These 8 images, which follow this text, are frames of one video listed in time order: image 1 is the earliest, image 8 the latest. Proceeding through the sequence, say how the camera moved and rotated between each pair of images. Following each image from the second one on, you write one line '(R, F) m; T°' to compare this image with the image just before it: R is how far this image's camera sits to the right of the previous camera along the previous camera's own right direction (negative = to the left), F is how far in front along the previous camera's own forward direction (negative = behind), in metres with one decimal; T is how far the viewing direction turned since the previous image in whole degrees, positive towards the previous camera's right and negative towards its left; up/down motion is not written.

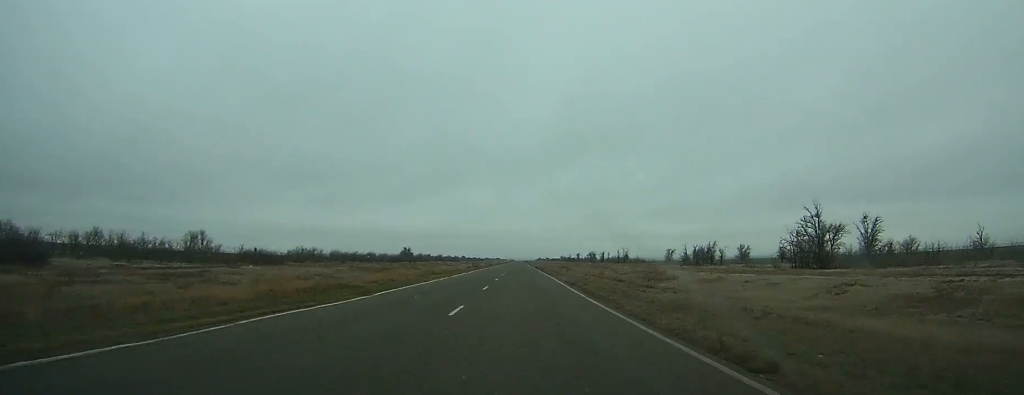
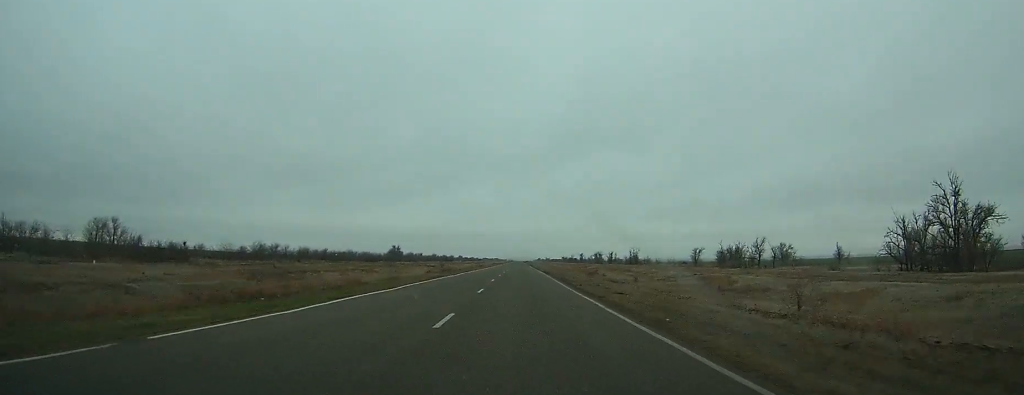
(-0.1, +37.0) m; 0°
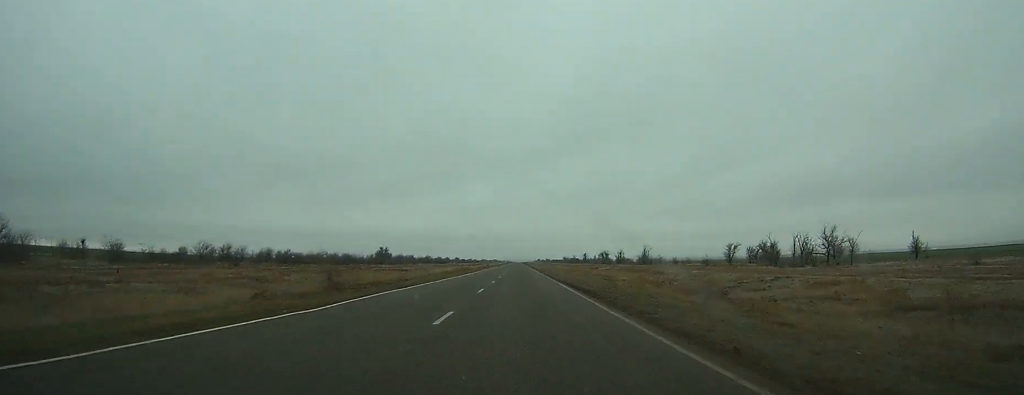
(0.0, +35.4) m; 0°
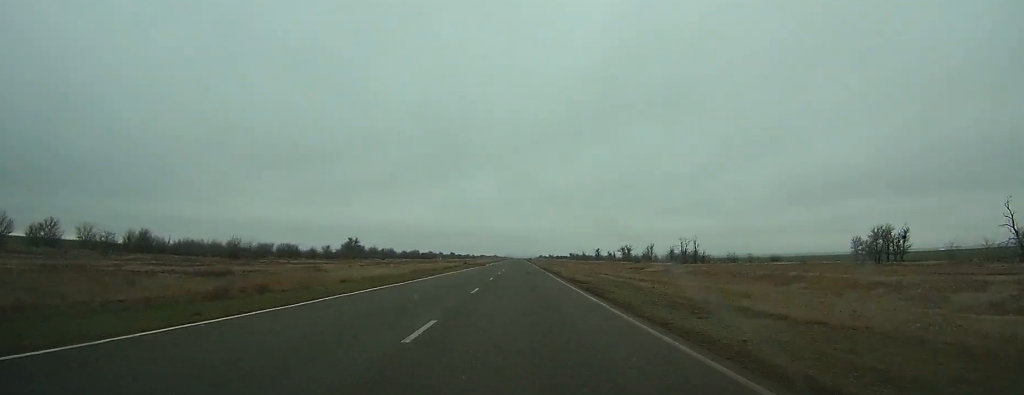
(-0.1, +76.6) m; 0°
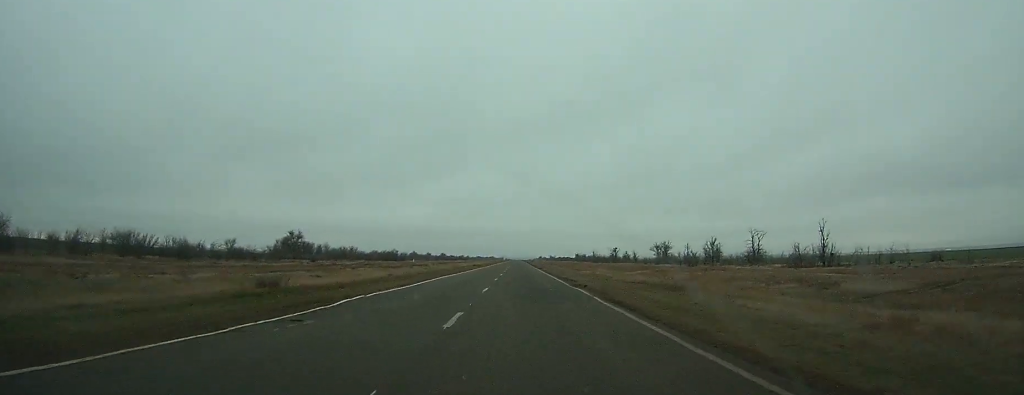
(+0.1, +80.6) m; 0°
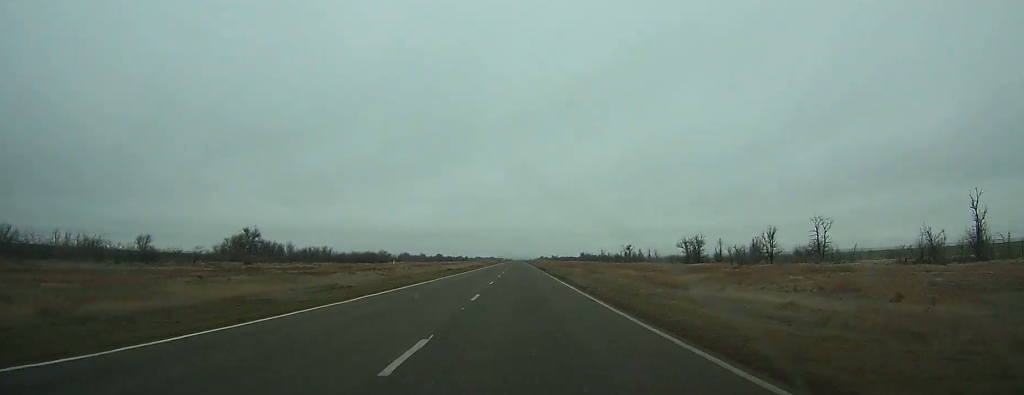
(0.0, +39.5) m; 0°
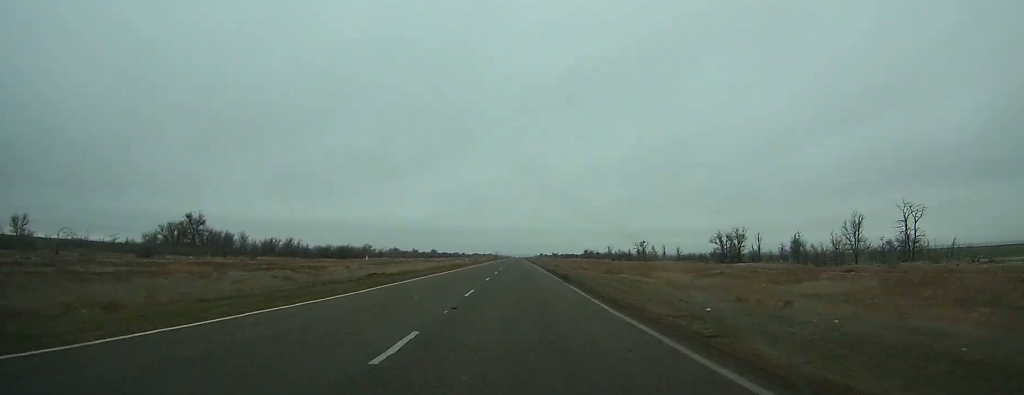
(+0.1, +34.8) m; 0°
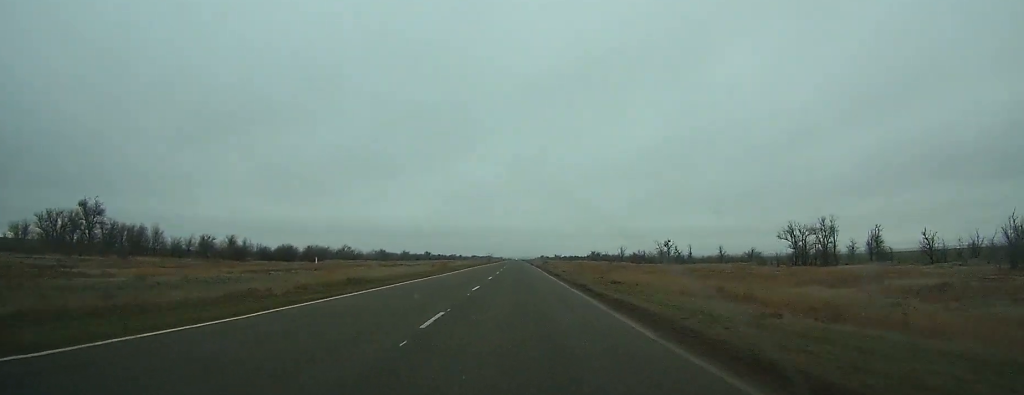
(0.0, +46.1) m; 0°
